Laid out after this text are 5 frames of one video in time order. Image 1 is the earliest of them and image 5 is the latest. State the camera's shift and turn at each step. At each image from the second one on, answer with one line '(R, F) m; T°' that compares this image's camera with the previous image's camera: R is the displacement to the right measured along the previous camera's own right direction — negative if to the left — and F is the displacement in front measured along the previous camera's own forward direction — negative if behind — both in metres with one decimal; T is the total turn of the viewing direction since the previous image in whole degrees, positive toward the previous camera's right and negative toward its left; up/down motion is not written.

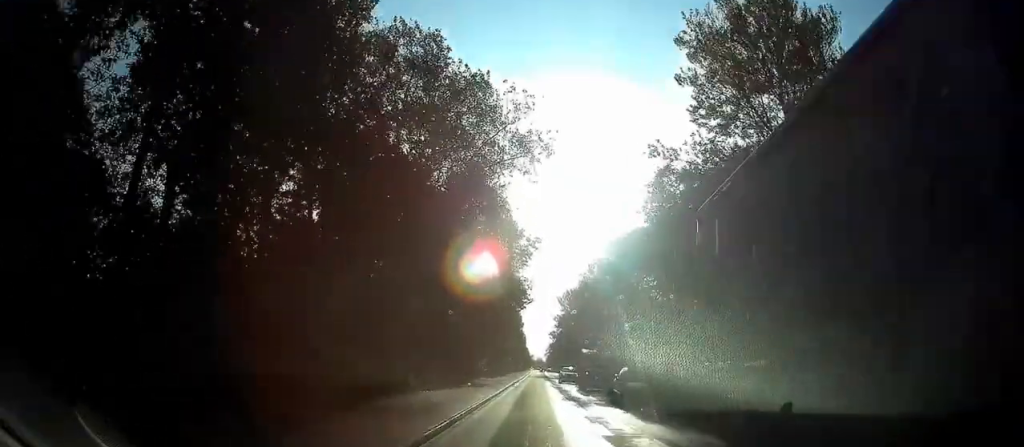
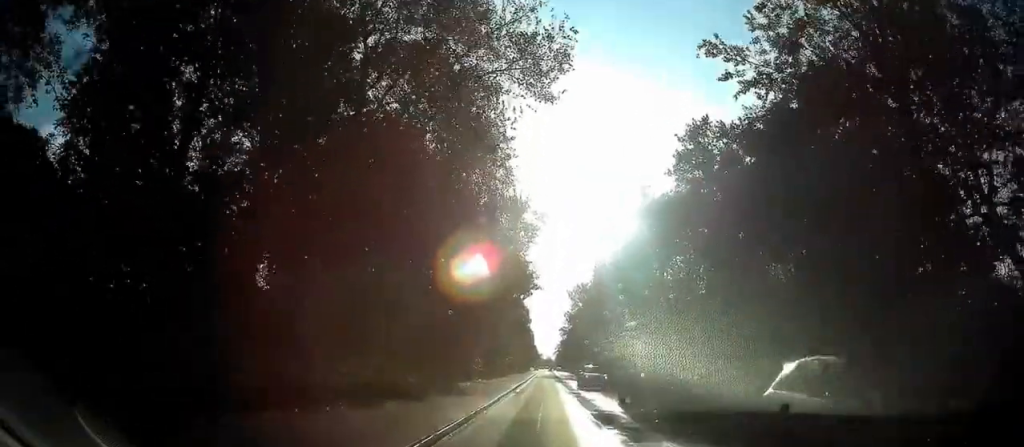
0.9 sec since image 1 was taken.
(0.0, +9.9) m; -2°
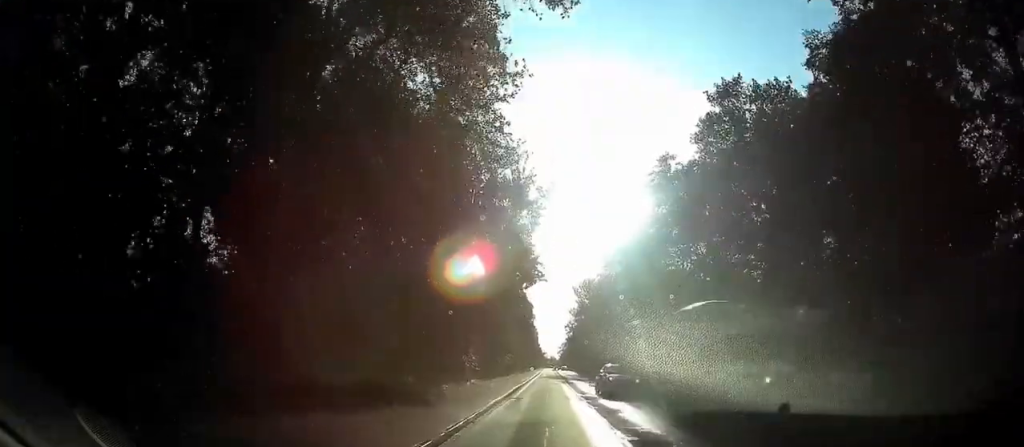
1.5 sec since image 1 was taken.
(-0.2, +6.2) m; -1°
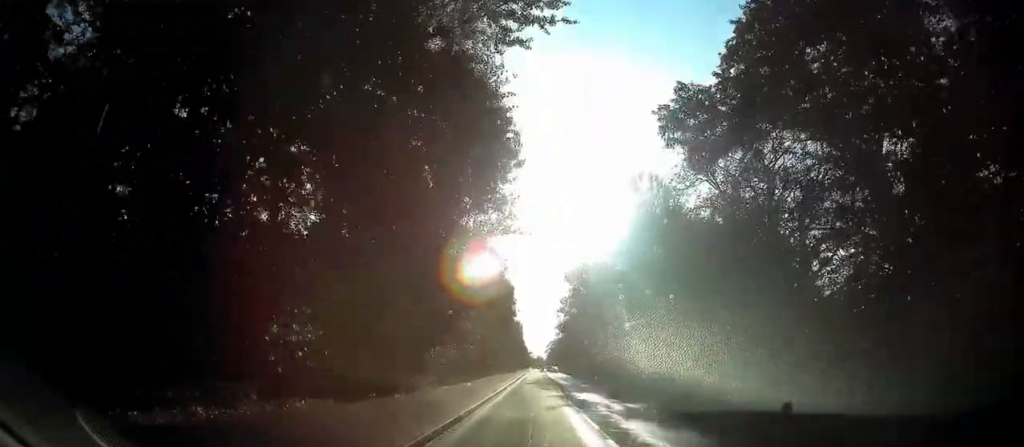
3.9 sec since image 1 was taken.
(+0.6, +24.2) m; +3°
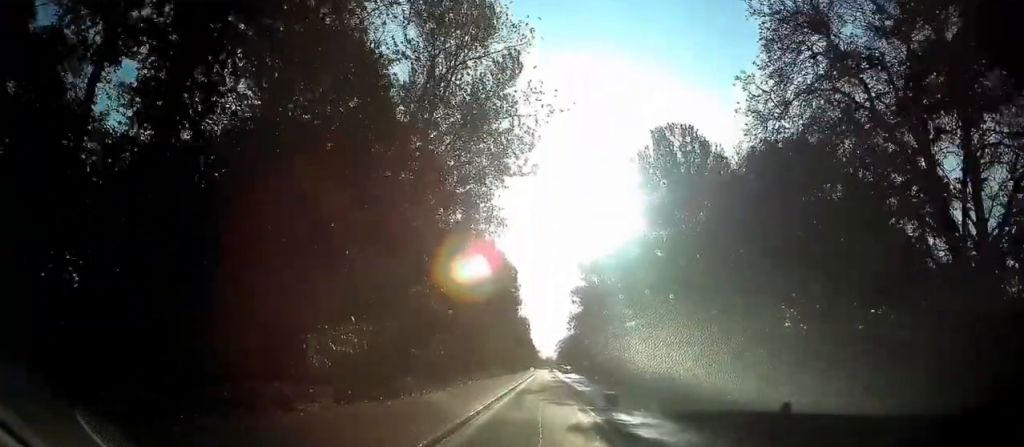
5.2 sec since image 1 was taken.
(-0.5, +13.7) m; -2°
